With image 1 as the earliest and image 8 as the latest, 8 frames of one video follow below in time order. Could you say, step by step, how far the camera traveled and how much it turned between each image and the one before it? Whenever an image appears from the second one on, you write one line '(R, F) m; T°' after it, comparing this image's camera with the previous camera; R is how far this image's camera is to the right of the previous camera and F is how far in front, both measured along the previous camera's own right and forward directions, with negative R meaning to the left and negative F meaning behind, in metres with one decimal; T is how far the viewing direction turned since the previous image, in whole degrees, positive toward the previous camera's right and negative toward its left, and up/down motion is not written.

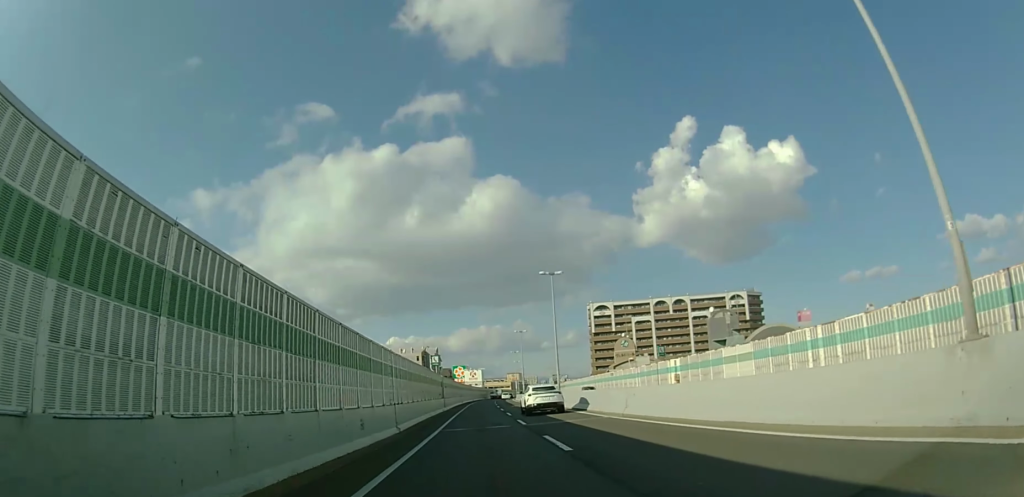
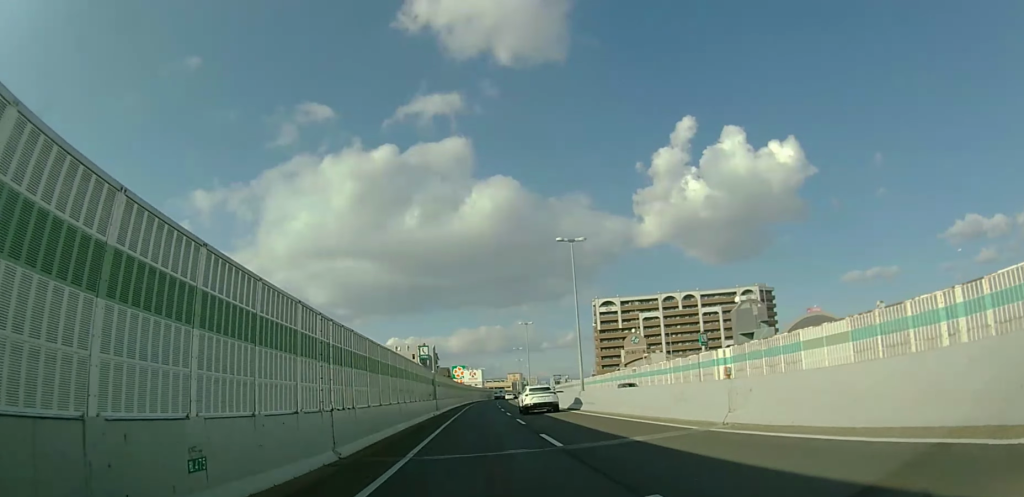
(0.0, +9.9) m; 0°
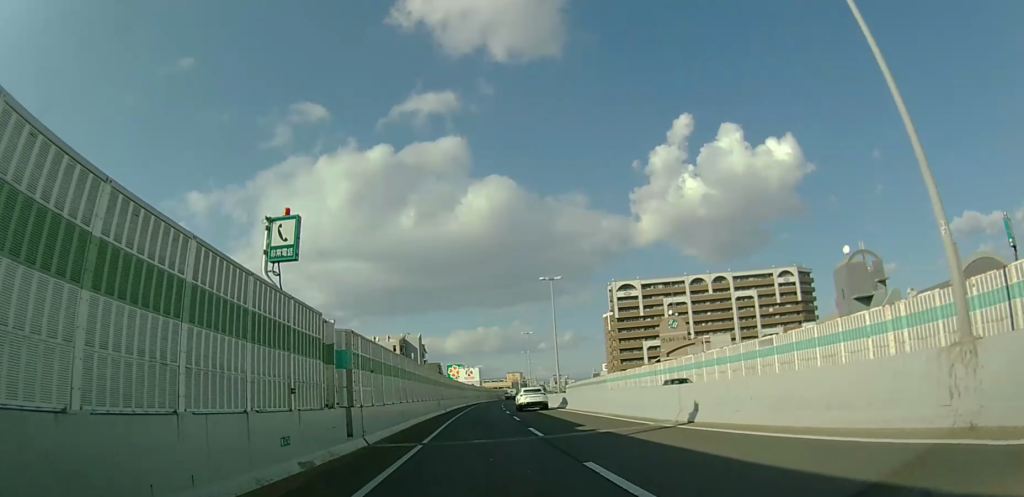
(0.0, +26.6) m; +1°
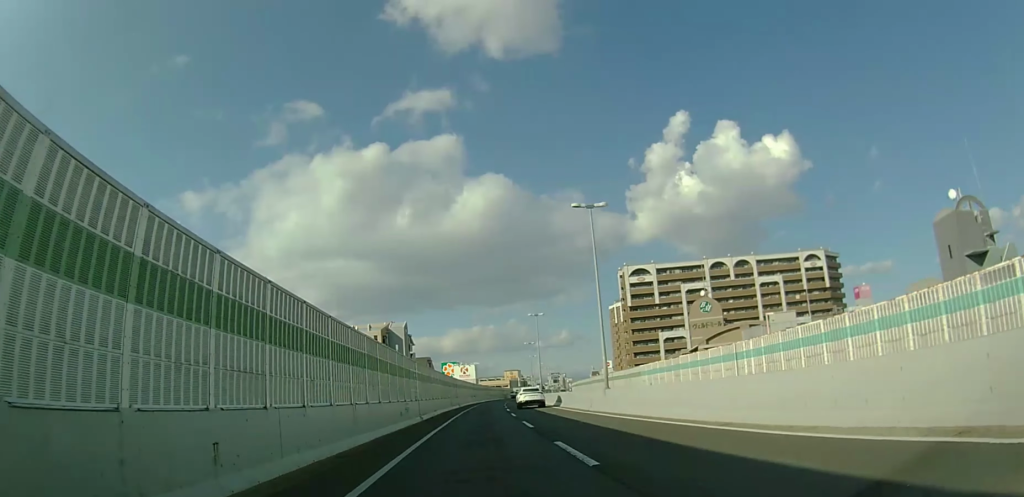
(+0.1, +16.7) m; +1°
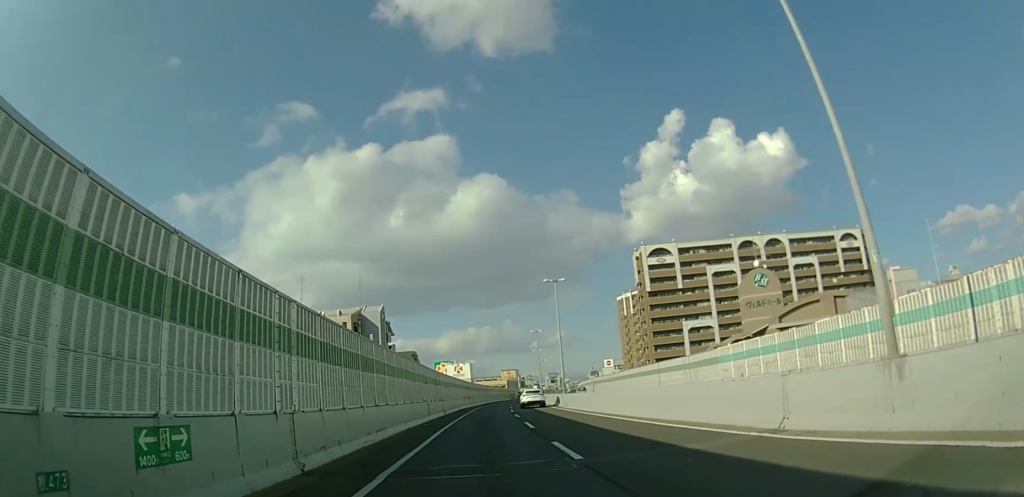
(+0.2, +18.9) m; 0°
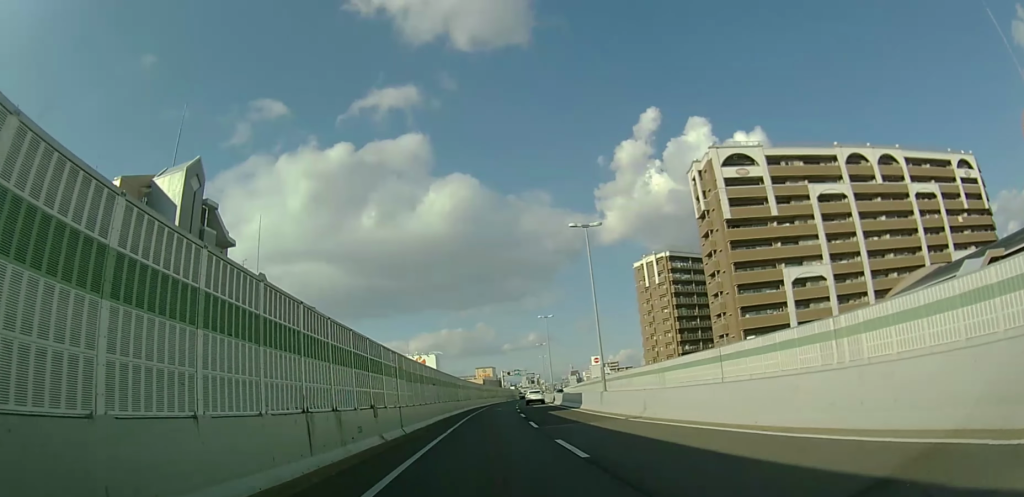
(+1.0, +49.5) m; +4°
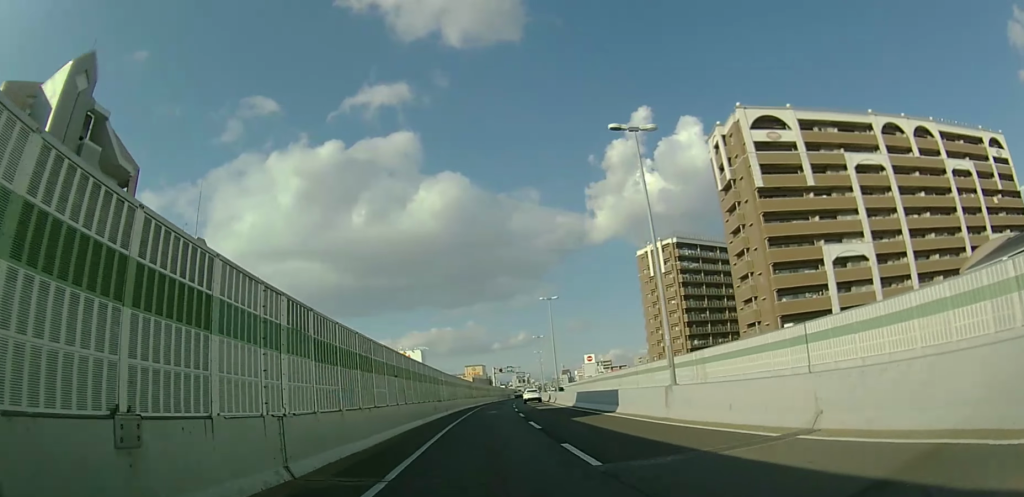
(+0.2, +11.2) m; +1°
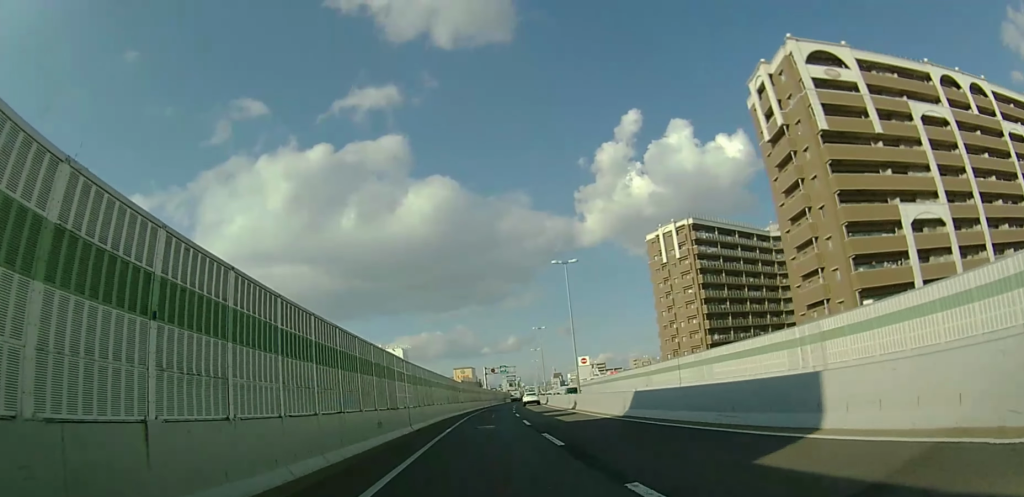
(+0.1, +15.7) m; +1°
